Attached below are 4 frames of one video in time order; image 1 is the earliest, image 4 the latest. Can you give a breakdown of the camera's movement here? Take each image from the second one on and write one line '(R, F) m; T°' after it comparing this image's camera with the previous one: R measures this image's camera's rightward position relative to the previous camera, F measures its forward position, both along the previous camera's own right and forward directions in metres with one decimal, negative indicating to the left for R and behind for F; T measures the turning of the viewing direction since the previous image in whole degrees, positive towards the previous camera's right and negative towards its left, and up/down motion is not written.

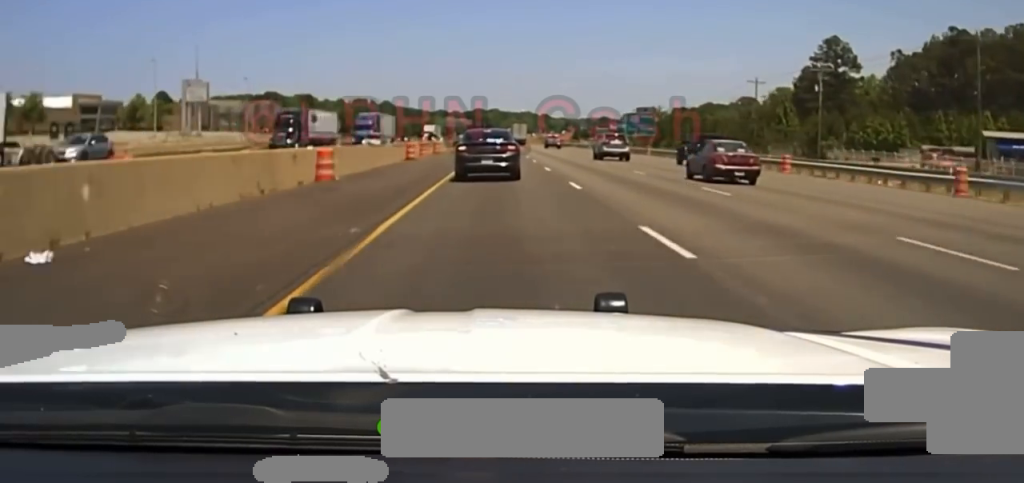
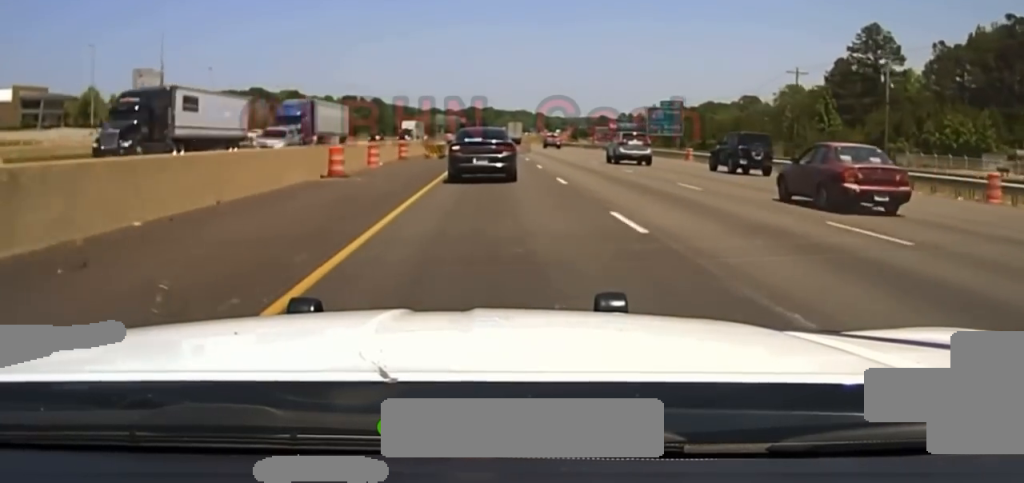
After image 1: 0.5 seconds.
(0.0, +22.8) m; 0°
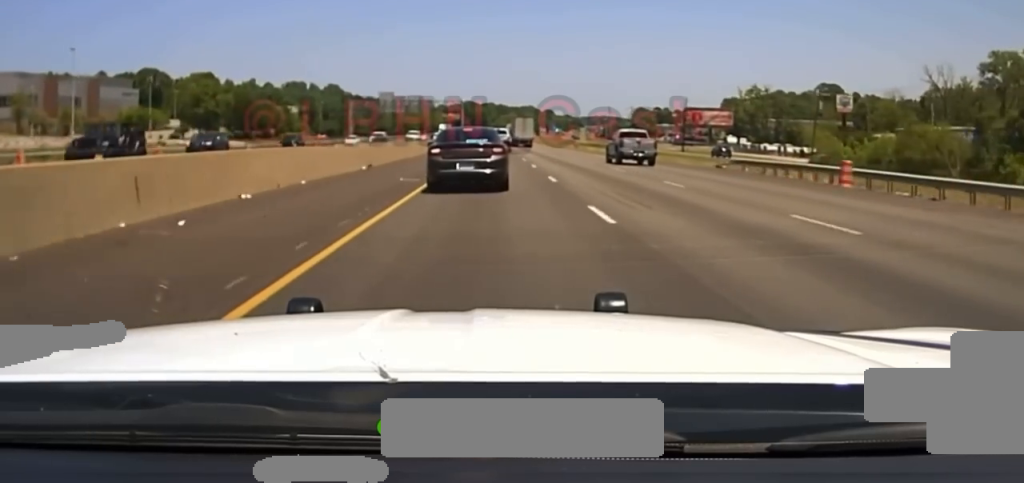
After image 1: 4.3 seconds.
(+1.2, +175.2) m; 0°
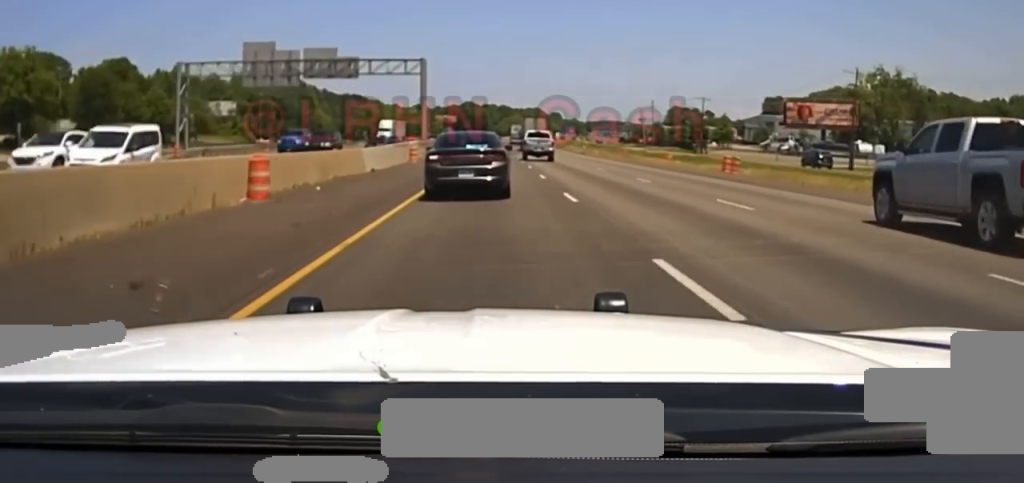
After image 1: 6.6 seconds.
(+0.4, +90.6) m; 0°
